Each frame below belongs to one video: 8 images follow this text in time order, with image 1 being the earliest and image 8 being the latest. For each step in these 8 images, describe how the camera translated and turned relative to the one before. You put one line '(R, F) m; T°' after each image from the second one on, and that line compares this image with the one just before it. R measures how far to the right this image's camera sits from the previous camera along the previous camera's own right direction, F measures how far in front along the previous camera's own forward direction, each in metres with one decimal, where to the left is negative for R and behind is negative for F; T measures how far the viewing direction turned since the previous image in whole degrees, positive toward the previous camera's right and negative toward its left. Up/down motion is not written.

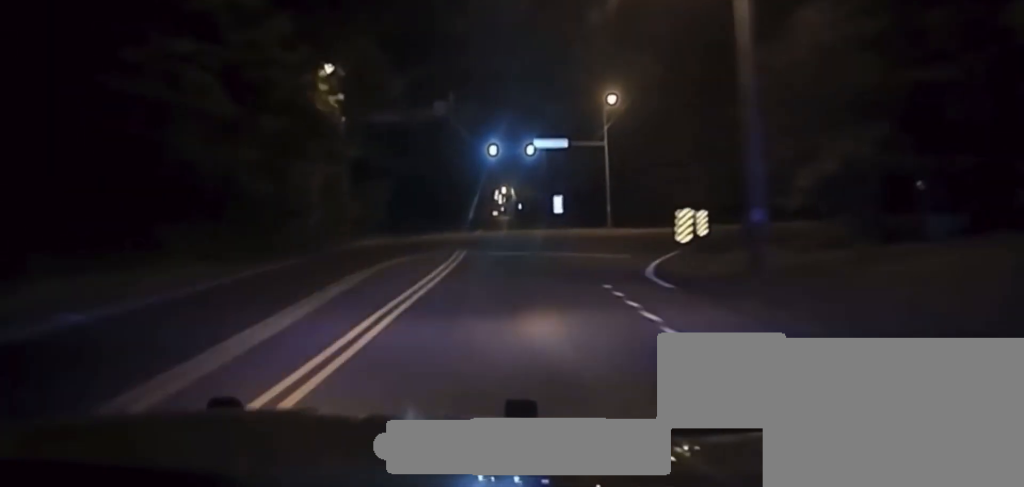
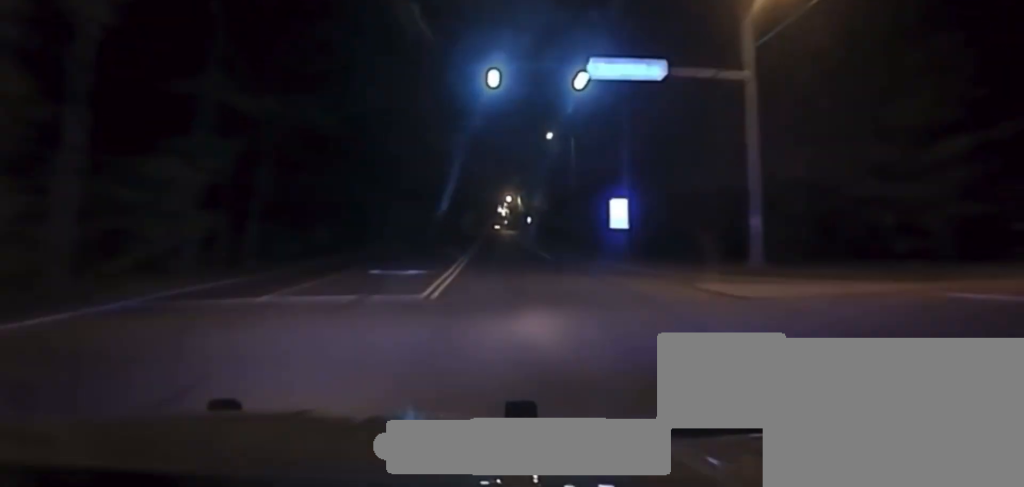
(+0.1, +38.9) m; 0°
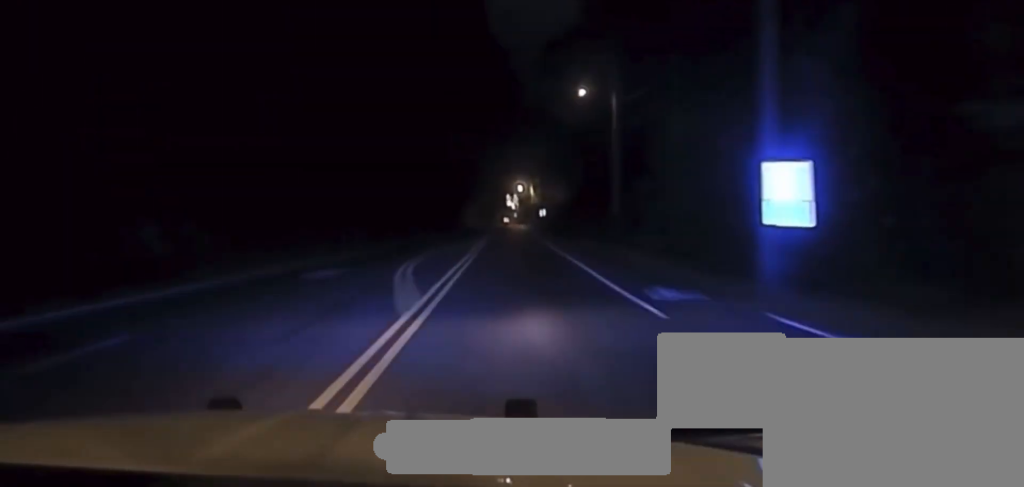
(0.0, +23.7) m; 0°
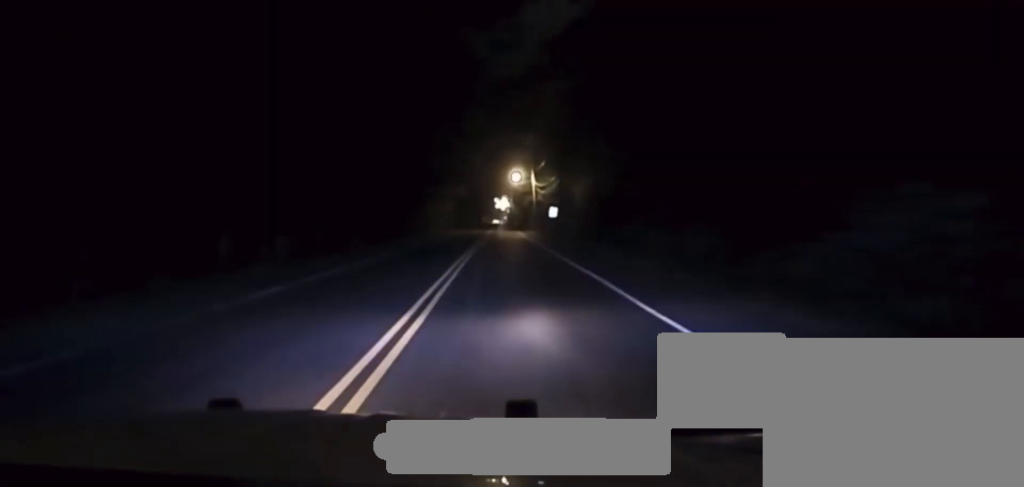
(+0.4, +54.6) m; +1°
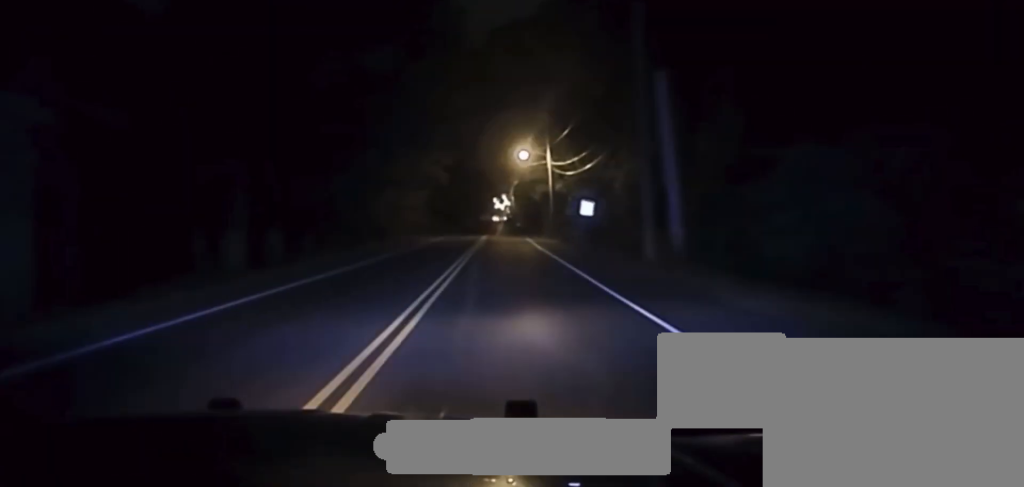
(+0.2, +36.8) m; 0°
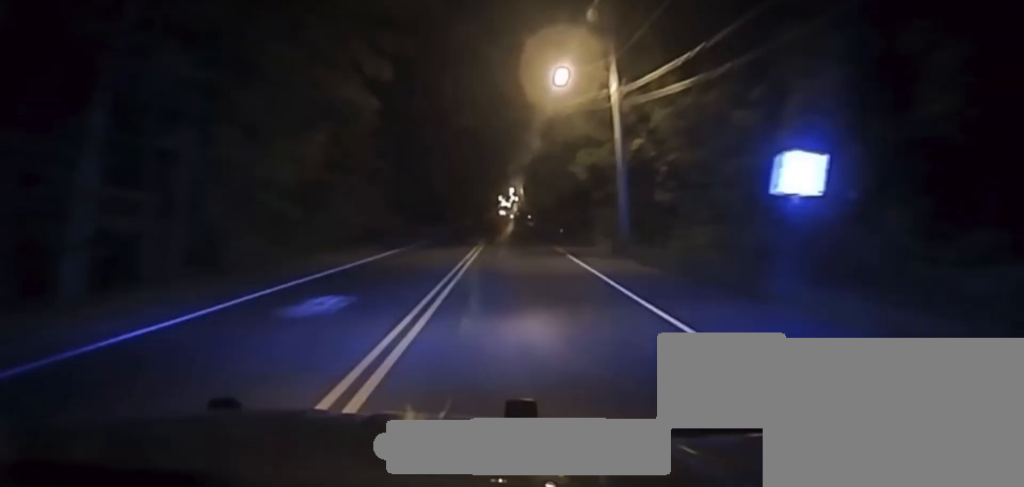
(0.0, +39.6) m; -1°
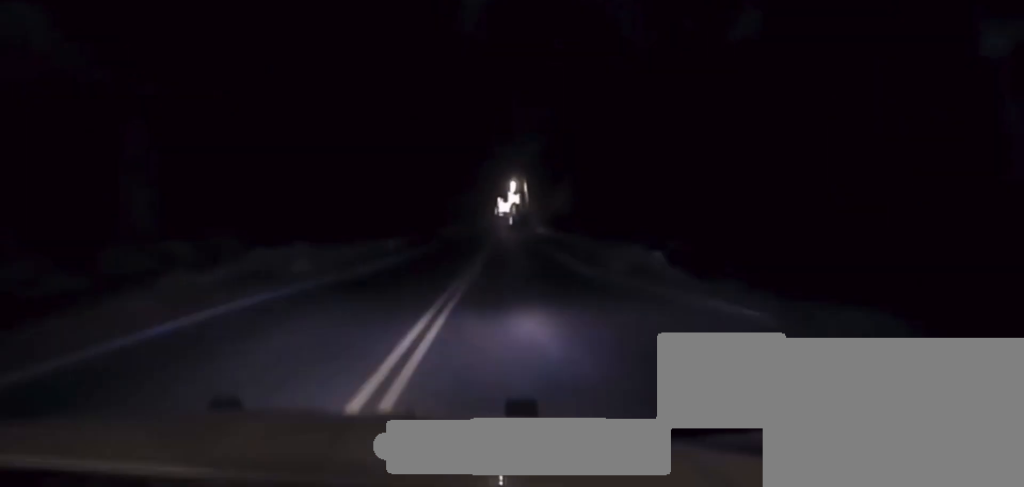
(-0.5, +40.3) m; 0°
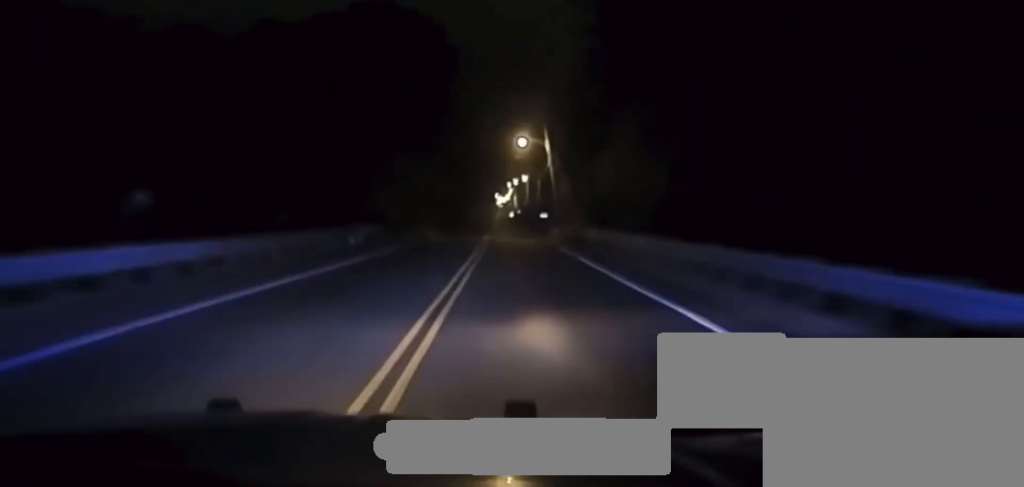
(+0.2, +71.7) m; 0°
